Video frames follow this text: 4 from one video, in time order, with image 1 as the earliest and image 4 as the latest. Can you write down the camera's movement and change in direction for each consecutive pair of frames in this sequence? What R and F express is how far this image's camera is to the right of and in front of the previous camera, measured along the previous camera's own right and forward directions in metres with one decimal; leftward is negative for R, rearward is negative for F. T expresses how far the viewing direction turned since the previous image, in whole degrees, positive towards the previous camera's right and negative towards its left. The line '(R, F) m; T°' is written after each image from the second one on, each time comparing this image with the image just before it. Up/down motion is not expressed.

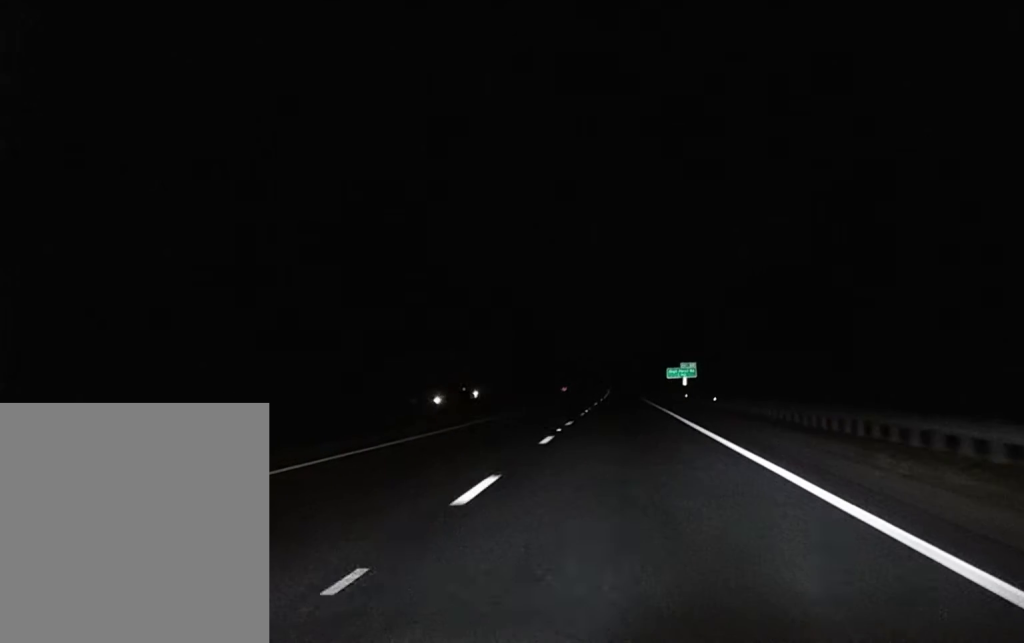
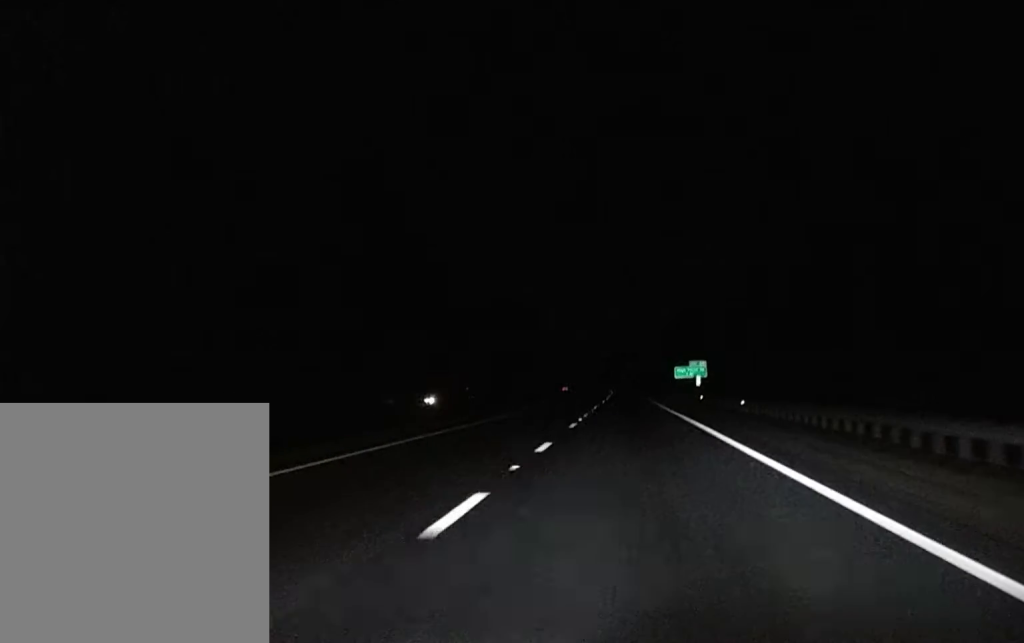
(0.0, +13.8) m; 0°
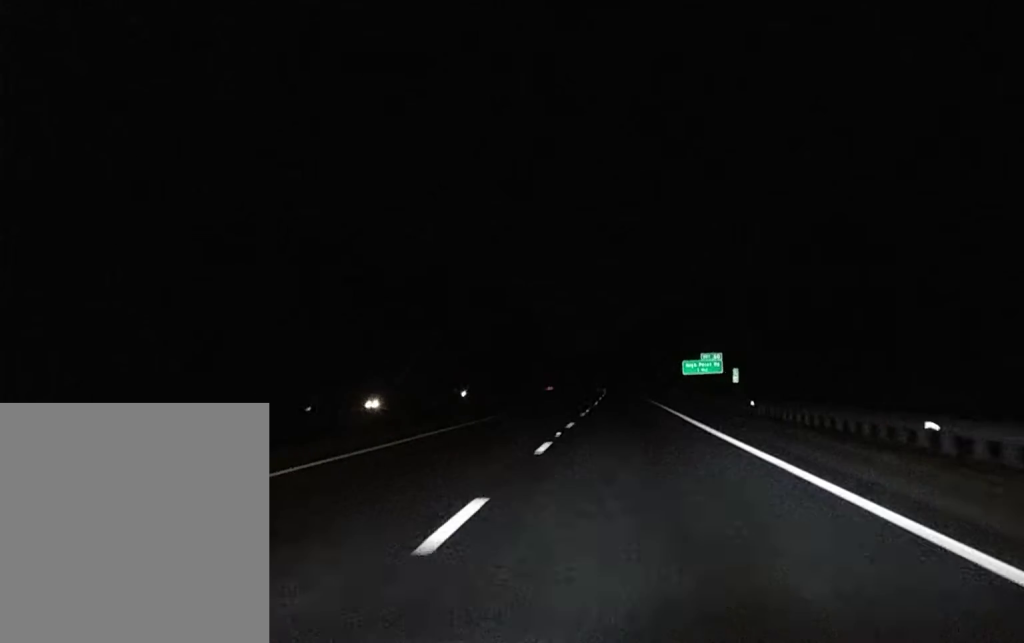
(0.0, +30.1) m; 0°
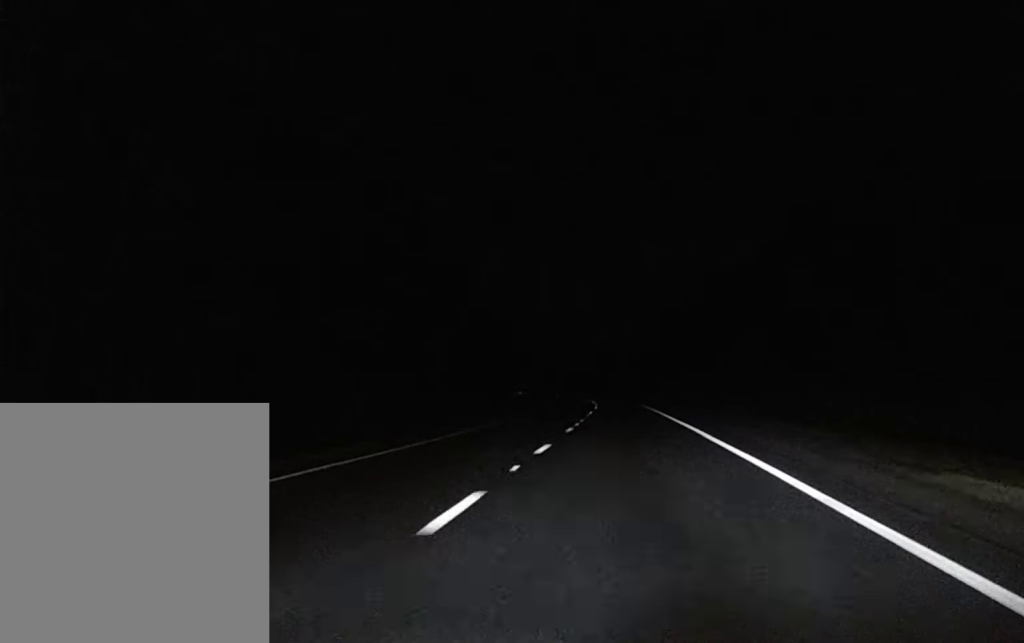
(+0.8, +166.5) m; 0°
